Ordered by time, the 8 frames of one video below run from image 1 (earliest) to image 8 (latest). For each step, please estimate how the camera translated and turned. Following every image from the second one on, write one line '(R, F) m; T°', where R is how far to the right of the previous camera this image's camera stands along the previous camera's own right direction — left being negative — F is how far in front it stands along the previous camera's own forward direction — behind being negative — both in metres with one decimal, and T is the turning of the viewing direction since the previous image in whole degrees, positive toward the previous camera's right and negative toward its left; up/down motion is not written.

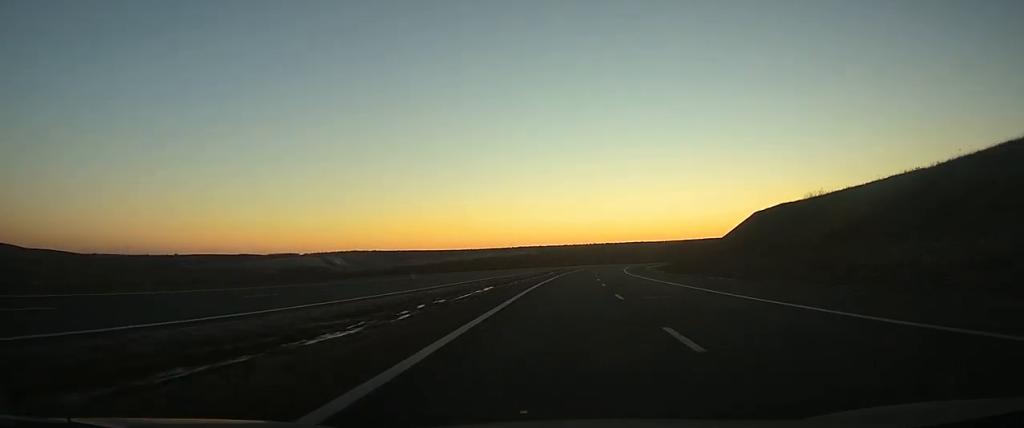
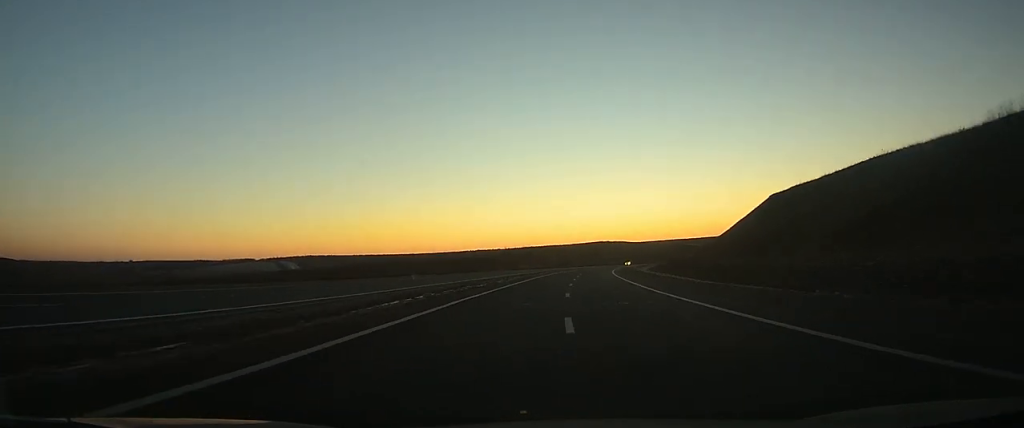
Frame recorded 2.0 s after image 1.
(+0.8, +58.6) m; +2°
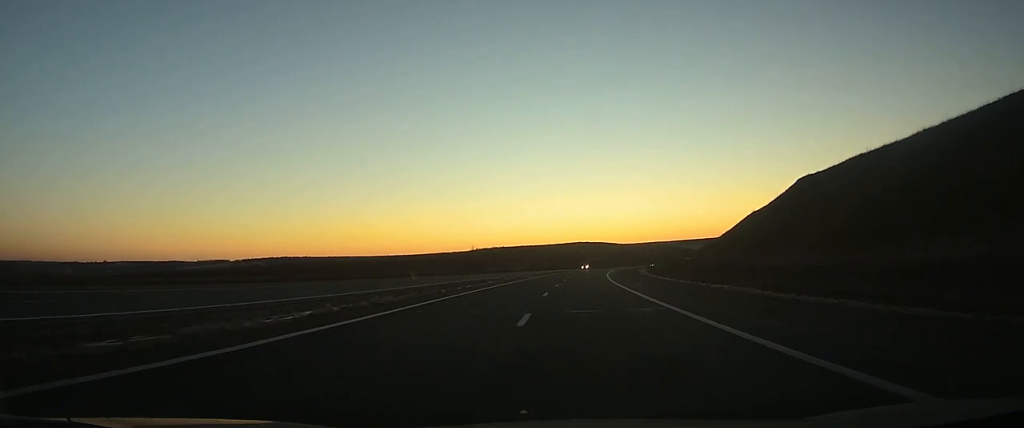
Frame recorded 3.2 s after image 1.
(+0.7, +35.6) m; +2°
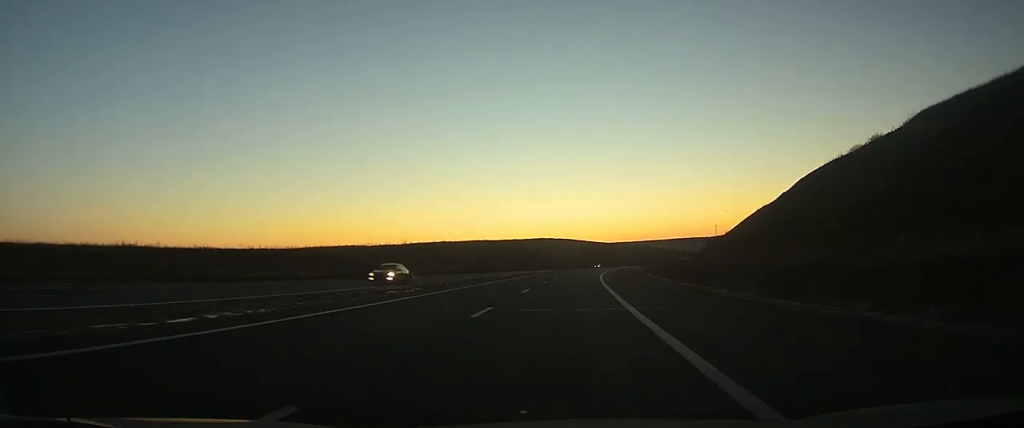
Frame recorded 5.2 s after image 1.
(+1.9, +58.3) m; +4°
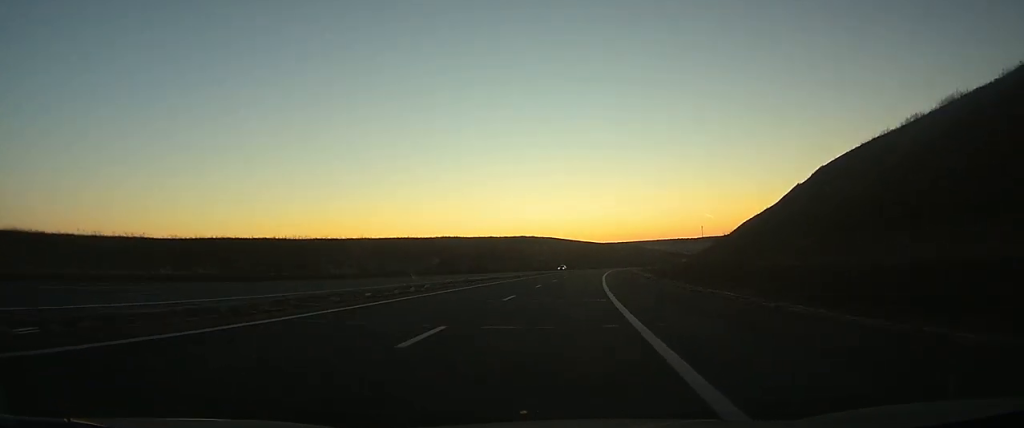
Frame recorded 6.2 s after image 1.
(+0.2, +28.5) m; +2°
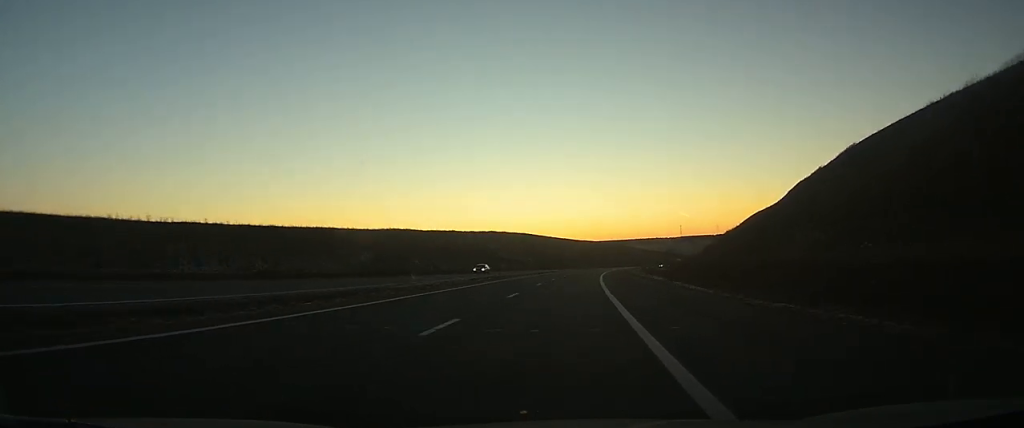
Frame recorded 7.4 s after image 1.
(+0.8, +32.9) m; +2°
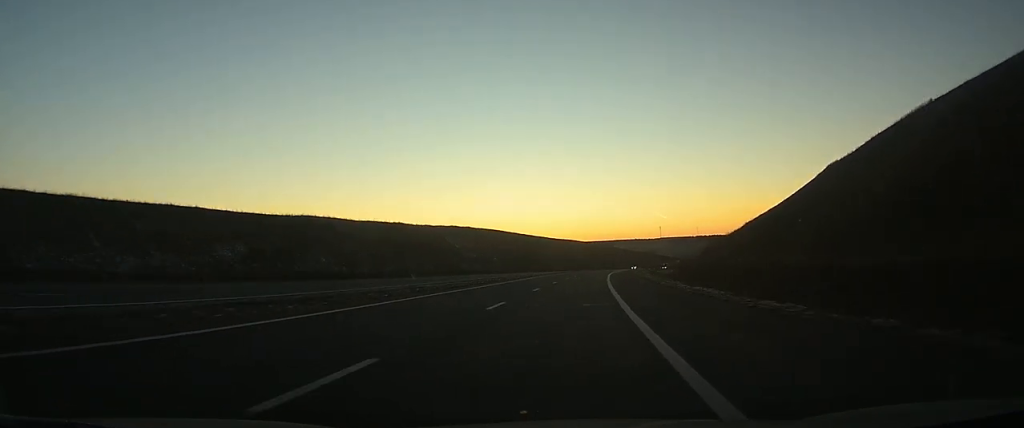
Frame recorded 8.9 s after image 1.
(+0.8, +39.7) m; +3°
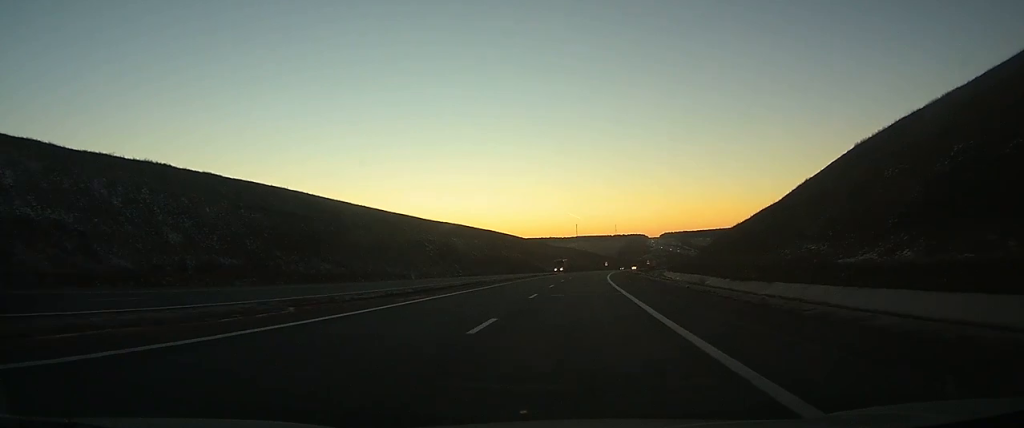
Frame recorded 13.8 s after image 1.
(+10.0, +139.1) m; +8°
